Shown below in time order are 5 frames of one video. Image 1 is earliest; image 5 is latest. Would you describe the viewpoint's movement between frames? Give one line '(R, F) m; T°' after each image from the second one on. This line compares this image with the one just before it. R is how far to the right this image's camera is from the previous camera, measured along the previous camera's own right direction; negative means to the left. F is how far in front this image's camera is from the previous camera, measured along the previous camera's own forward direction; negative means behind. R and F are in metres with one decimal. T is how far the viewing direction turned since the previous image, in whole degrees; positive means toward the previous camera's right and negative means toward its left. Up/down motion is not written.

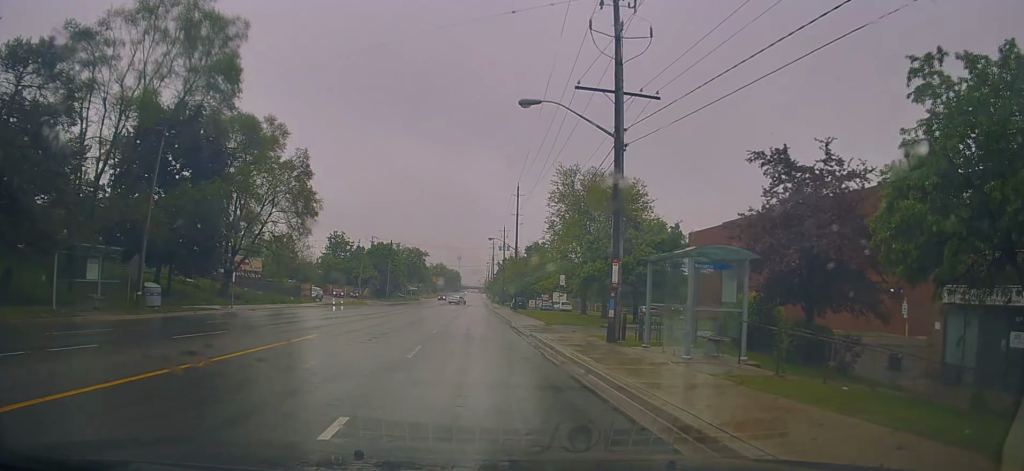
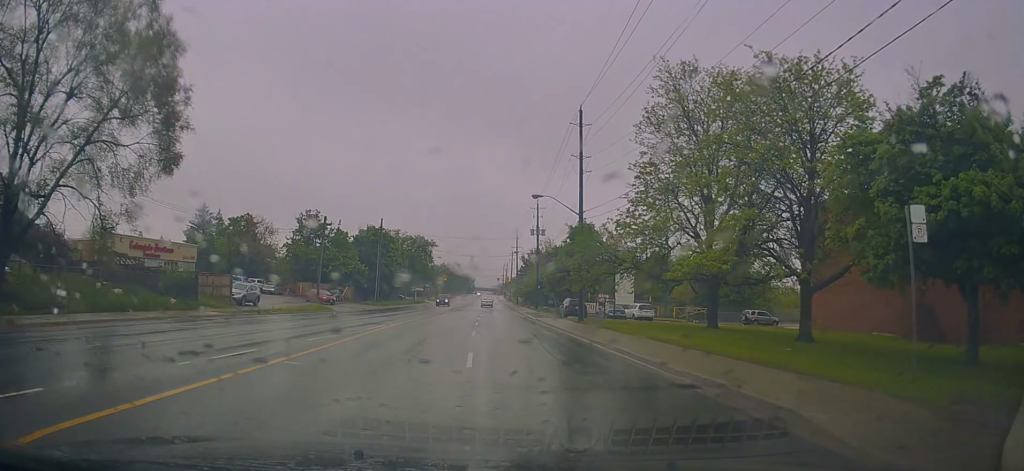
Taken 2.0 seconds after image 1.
(+0.1, +27.9) m; +1°
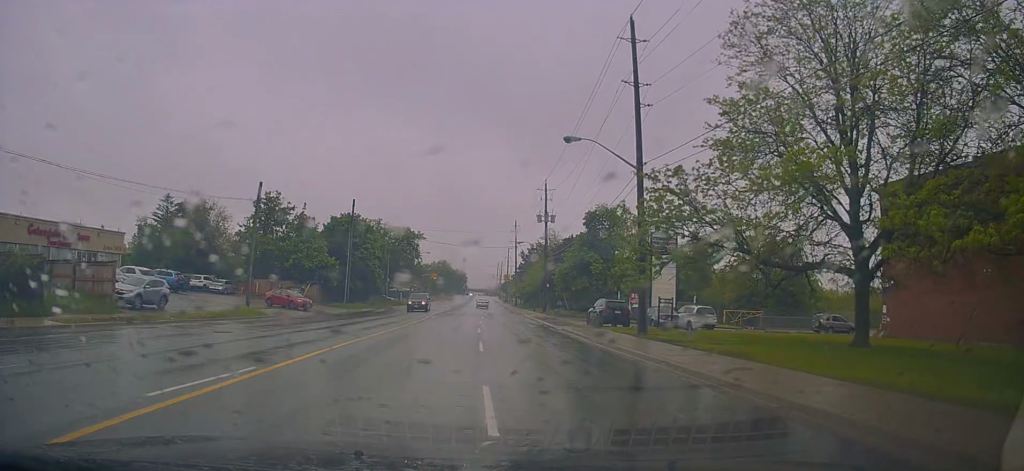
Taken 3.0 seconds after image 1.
(+0.2, +14.2) m; +1°
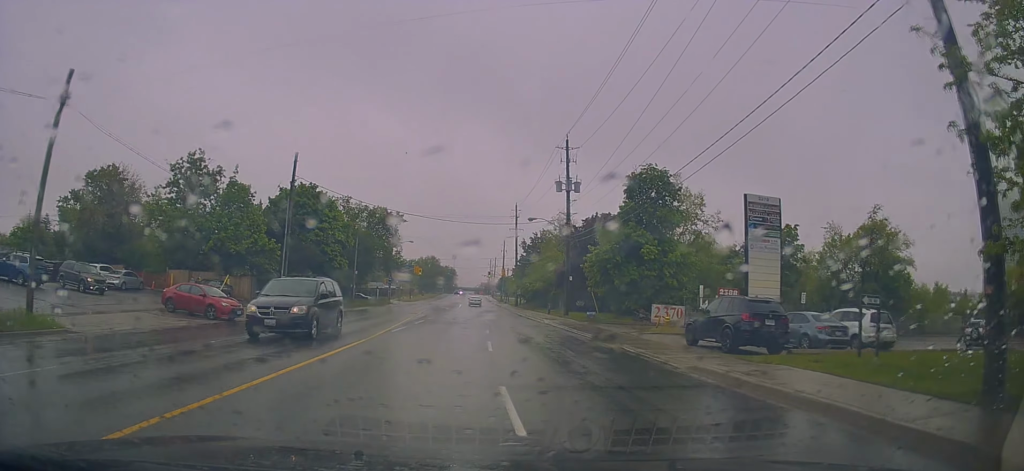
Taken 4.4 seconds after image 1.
(+0.1, +18.3) m; +1°
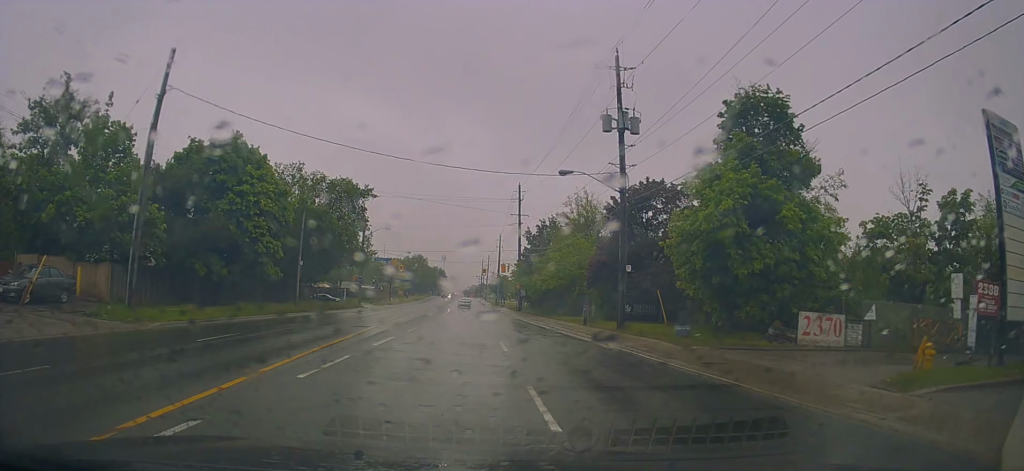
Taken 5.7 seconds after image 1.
(0.0, +17.9) m; -1°
